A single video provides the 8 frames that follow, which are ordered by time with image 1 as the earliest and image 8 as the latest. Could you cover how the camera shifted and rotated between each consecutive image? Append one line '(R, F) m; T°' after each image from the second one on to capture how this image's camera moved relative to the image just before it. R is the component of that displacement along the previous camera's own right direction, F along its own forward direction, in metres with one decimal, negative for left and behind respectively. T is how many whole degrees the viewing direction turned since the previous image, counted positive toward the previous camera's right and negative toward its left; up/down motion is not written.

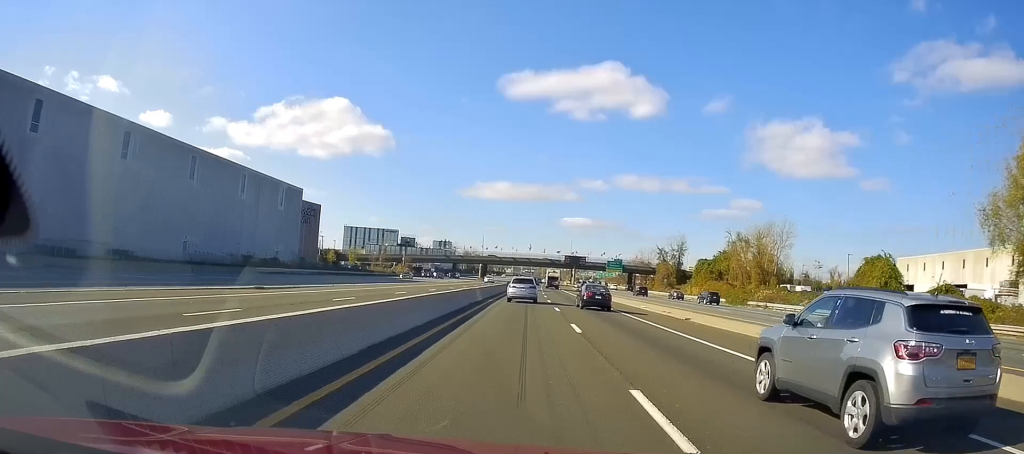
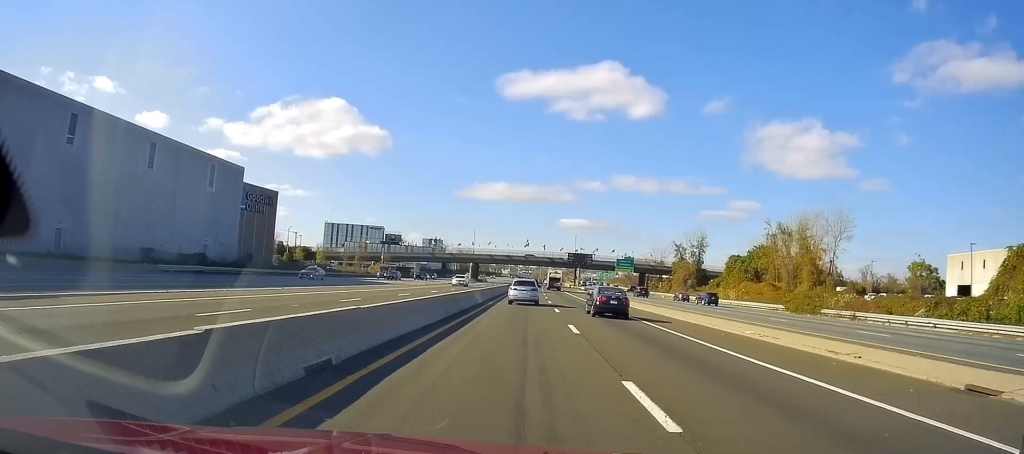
(+0.2, +23.8) m; 0°
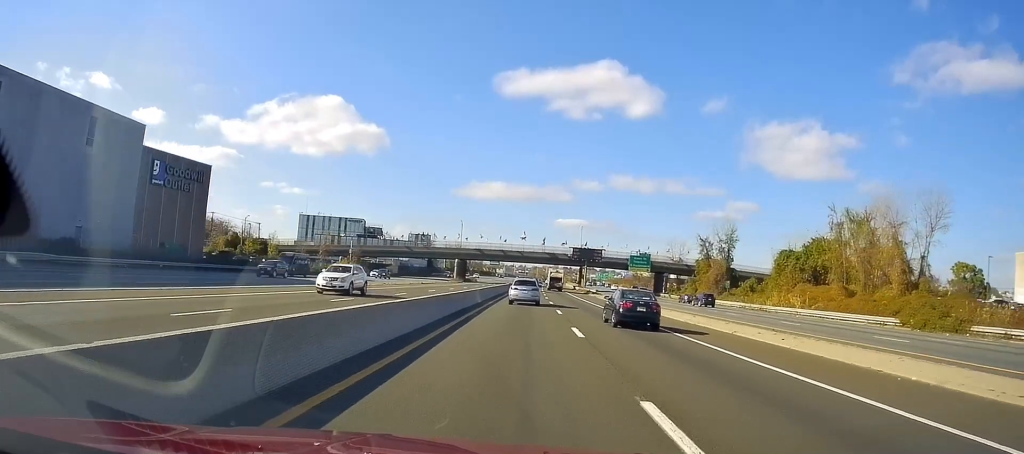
(+0.2, +25.7) m; 0°
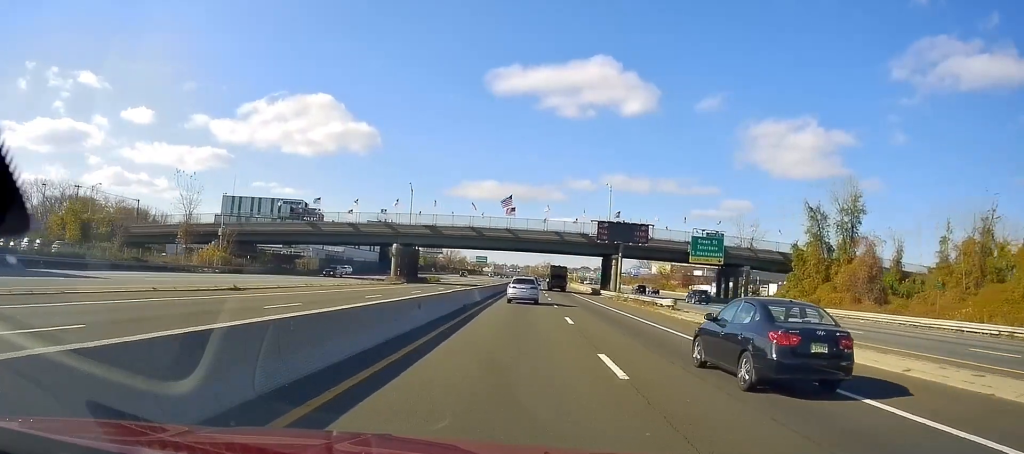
(+0.3, +55.5) m; +1°
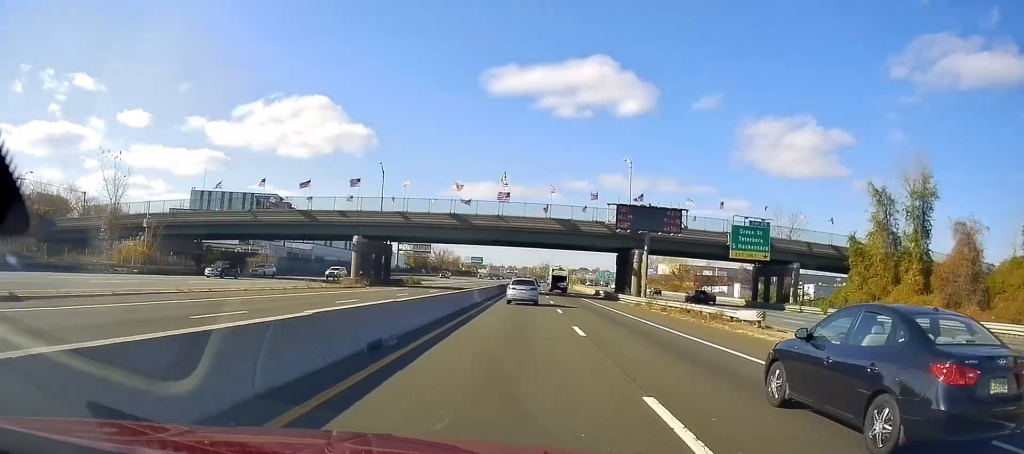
(0.0, +16.9) m; 0°
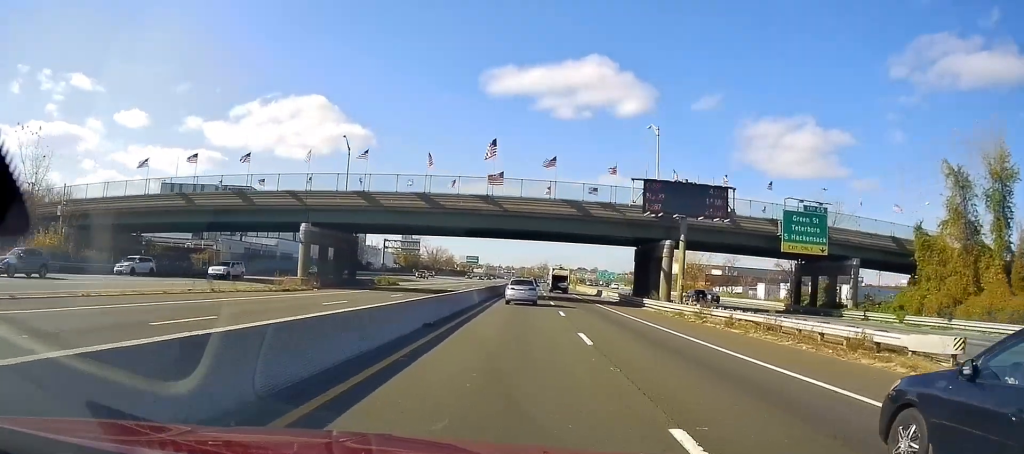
(0.0, +14.0) m; 0°
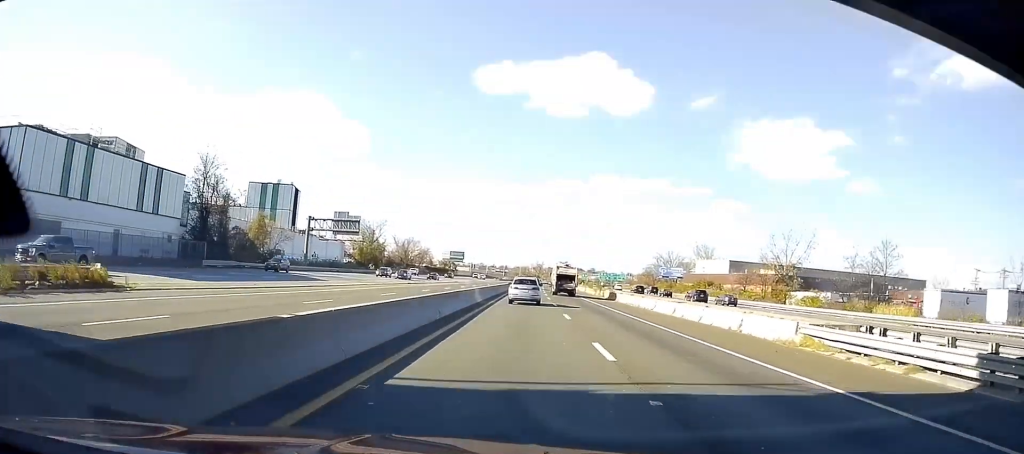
(+0.8, +52.1) m; +1°
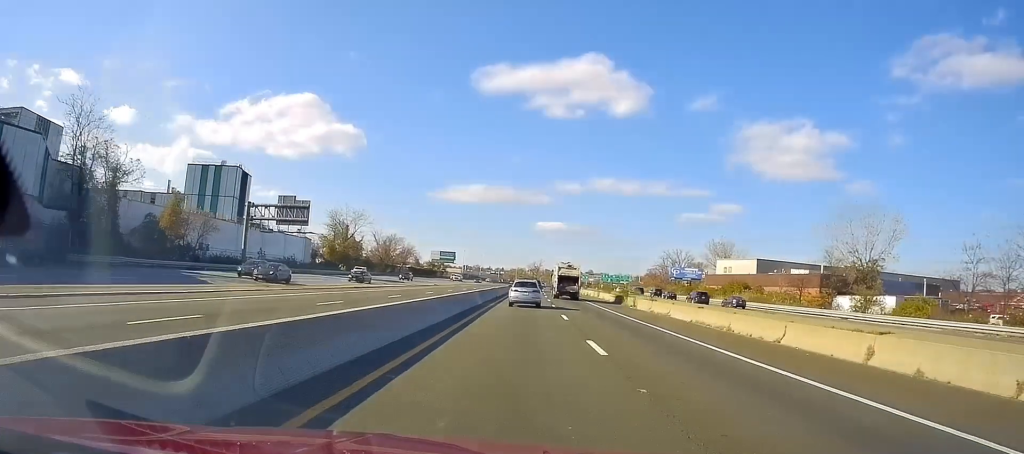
(-0.3, +22.9) m; 0°
